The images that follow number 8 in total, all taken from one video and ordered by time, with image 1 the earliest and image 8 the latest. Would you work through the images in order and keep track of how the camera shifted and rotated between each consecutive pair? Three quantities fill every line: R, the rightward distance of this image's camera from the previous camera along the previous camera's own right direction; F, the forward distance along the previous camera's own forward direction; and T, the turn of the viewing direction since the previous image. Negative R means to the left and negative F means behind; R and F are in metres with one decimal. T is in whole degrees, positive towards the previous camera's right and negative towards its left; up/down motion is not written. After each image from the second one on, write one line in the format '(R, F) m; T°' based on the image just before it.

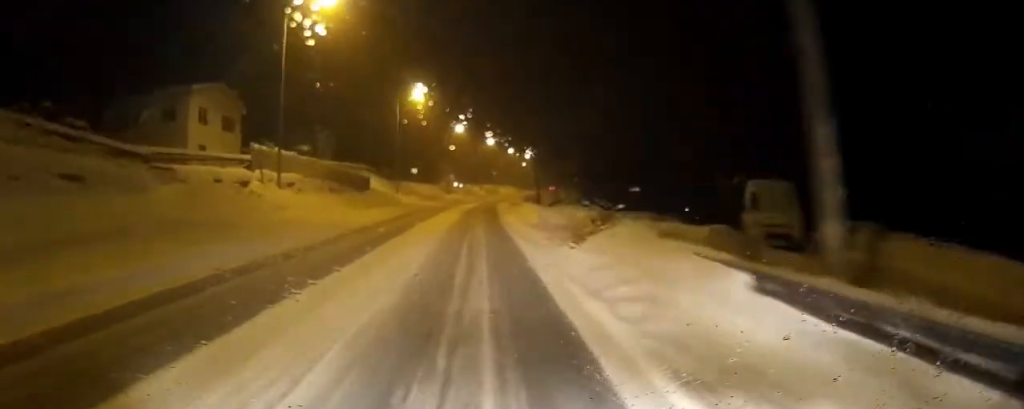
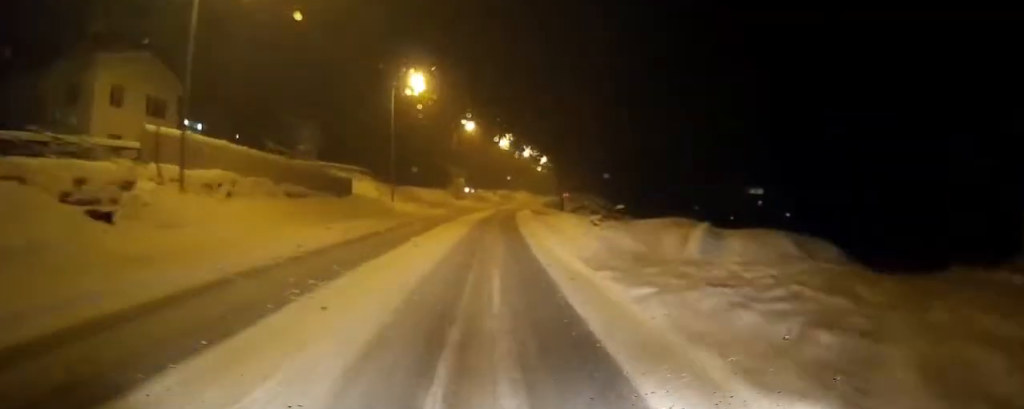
(-0.2, +12.2) m; -1°
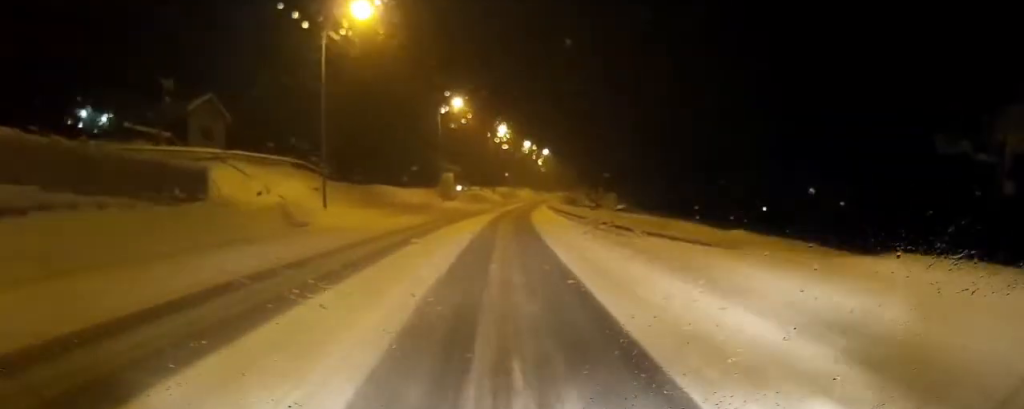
(-0.4, +22.4) m; -1°
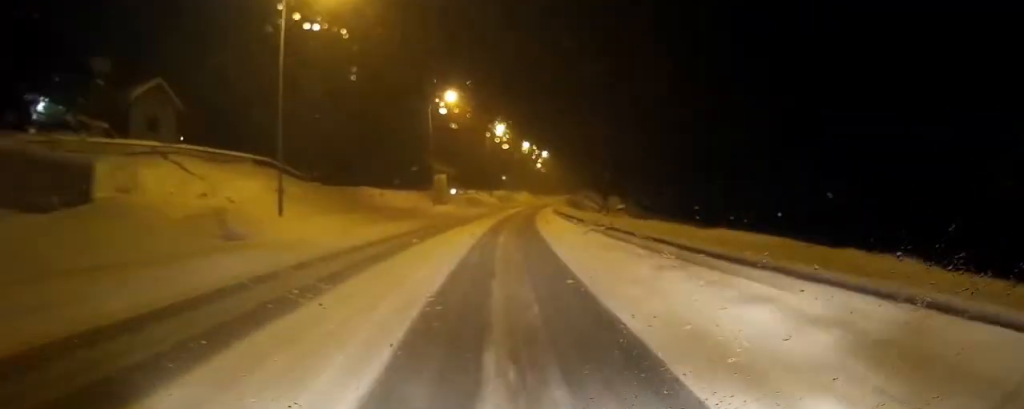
(0.0, +6.9) m; 0°
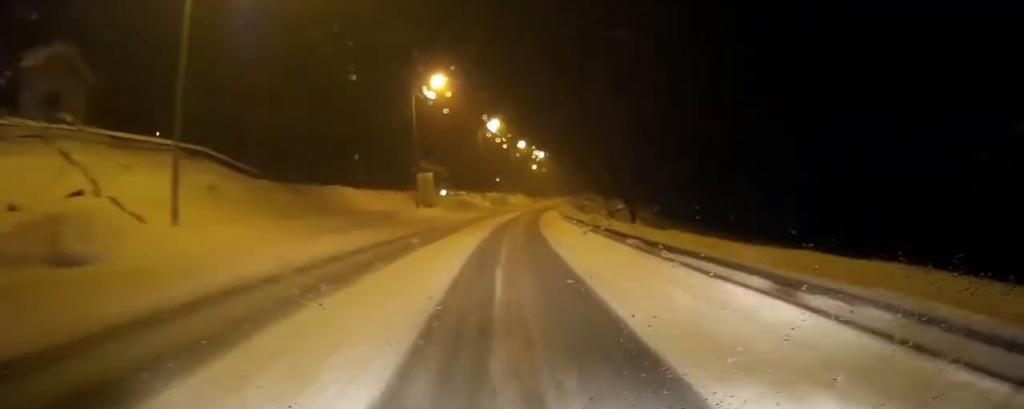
(0.0, +9.3) m; +1°
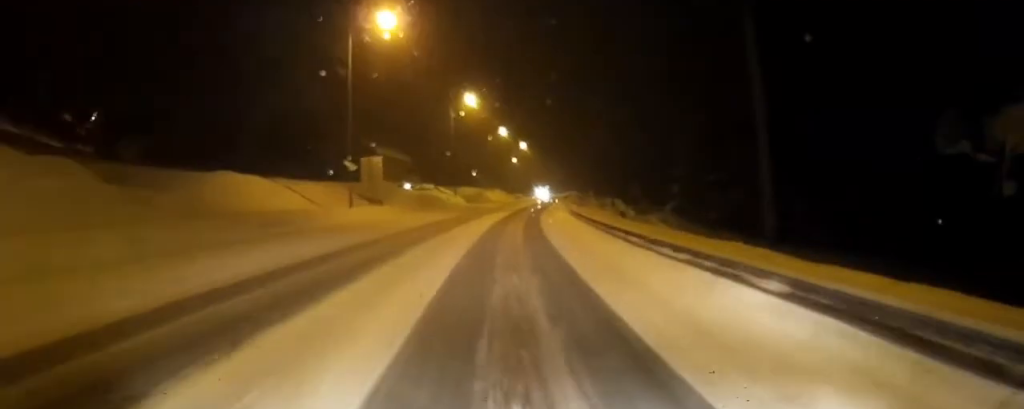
(+0.4, +18.6) m; +3°
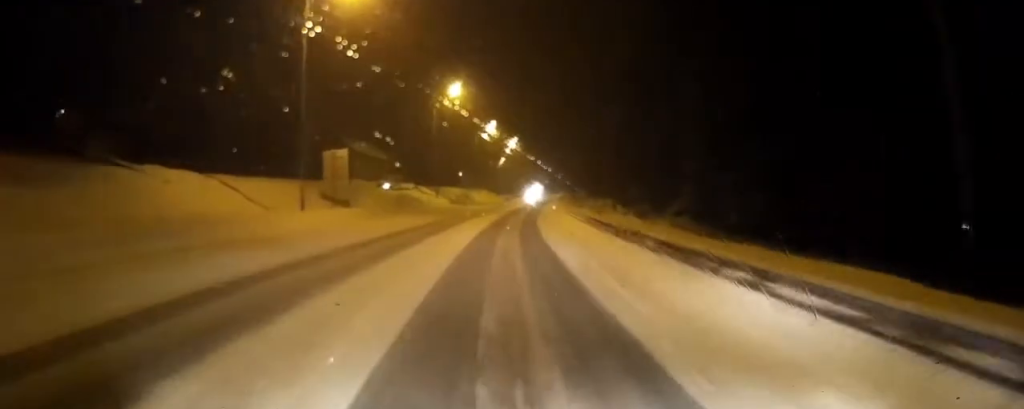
(+0.1, +7.4) m; +1°
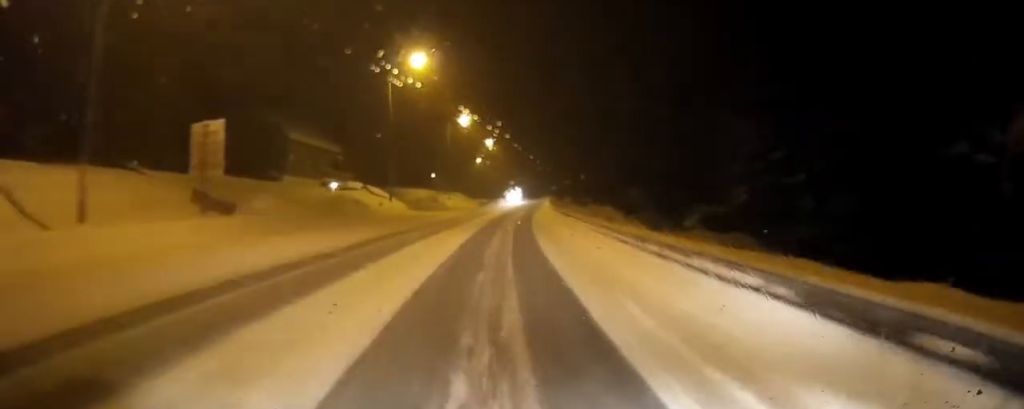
(+0.3, +16.1) m; +2°
